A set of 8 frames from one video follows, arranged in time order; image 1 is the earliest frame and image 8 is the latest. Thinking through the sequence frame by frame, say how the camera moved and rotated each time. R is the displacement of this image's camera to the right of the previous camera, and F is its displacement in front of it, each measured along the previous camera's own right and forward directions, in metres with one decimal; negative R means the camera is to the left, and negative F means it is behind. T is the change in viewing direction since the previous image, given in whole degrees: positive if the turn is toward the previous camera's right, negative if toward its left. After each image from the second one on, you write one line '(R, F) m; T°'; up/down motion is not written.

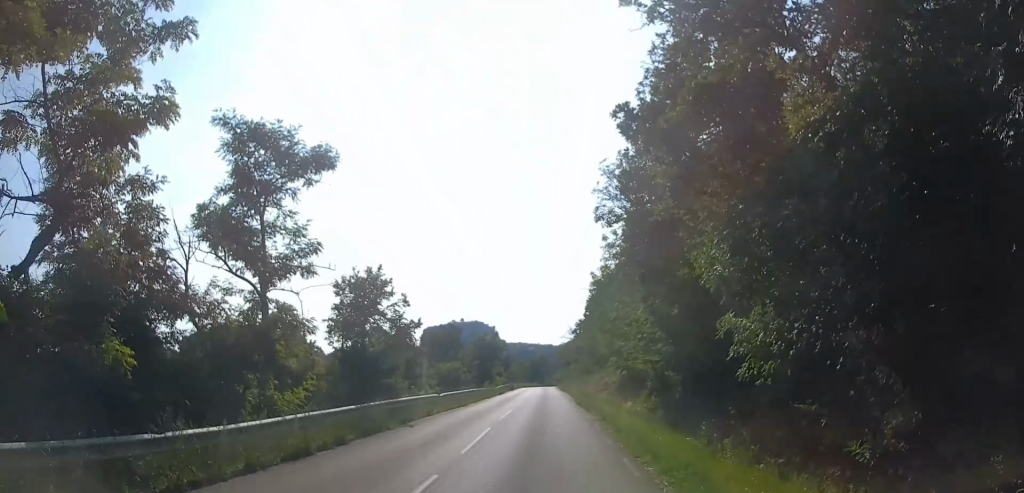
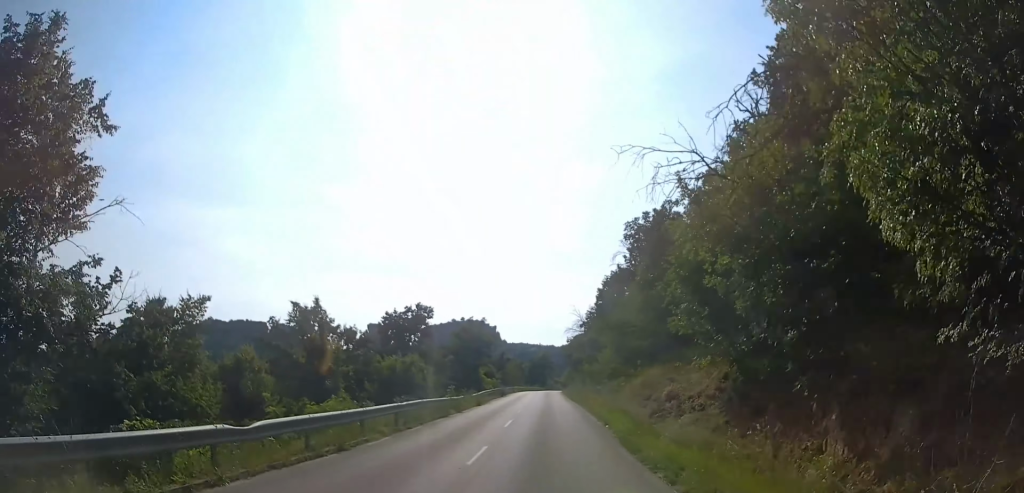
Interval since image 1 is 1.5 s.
(0.0, +19.3) m; 0°
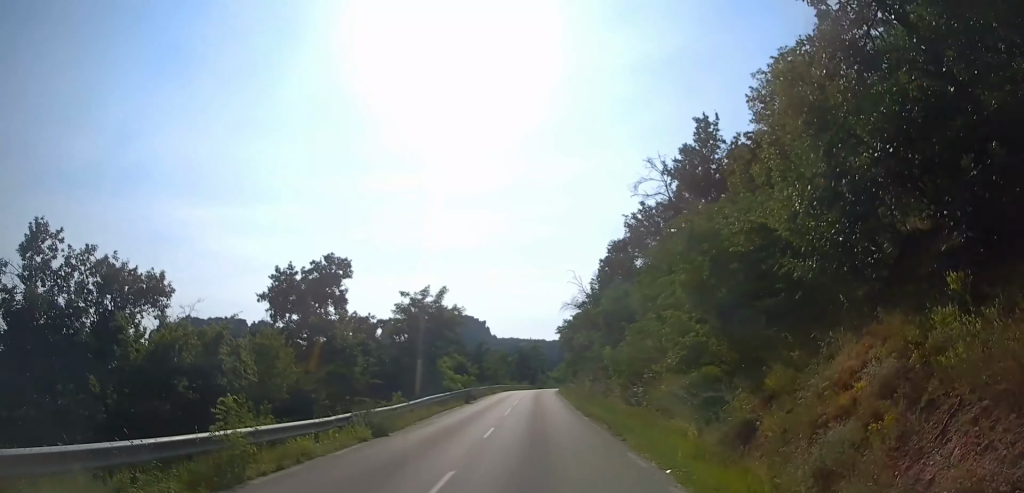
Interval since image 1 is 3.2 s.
(0.0, +21.4) m; 0°
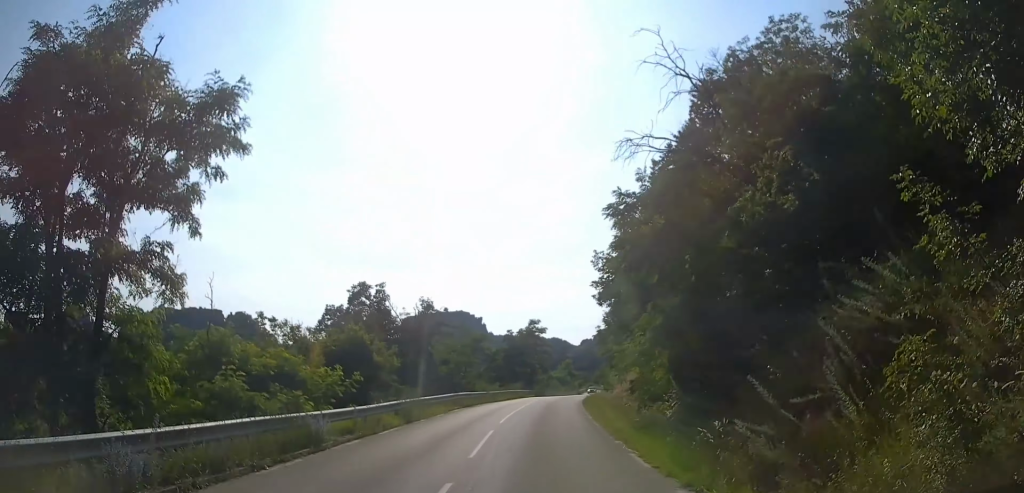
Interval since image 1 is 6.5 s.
(+0.1, +41.7) m; +1°
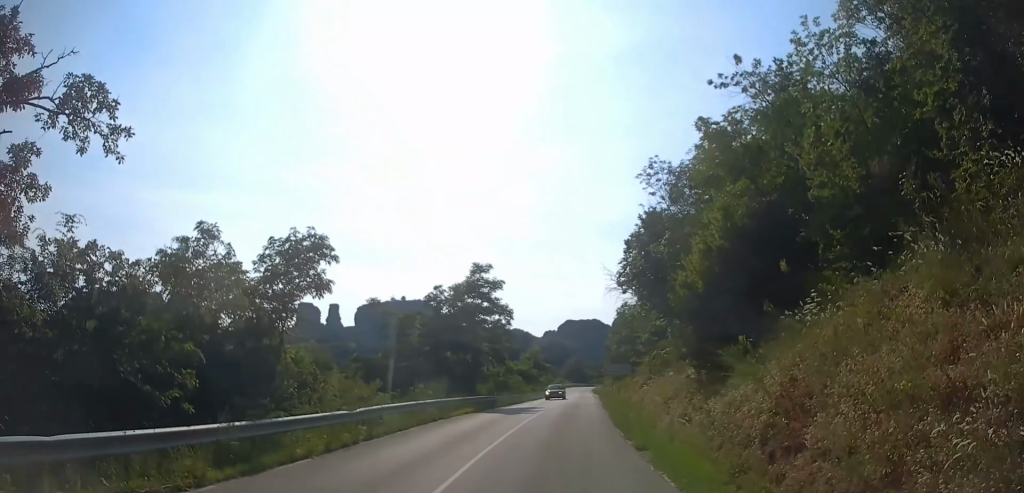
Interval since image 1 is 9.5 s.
(+0.5, +36.5) m; +3°
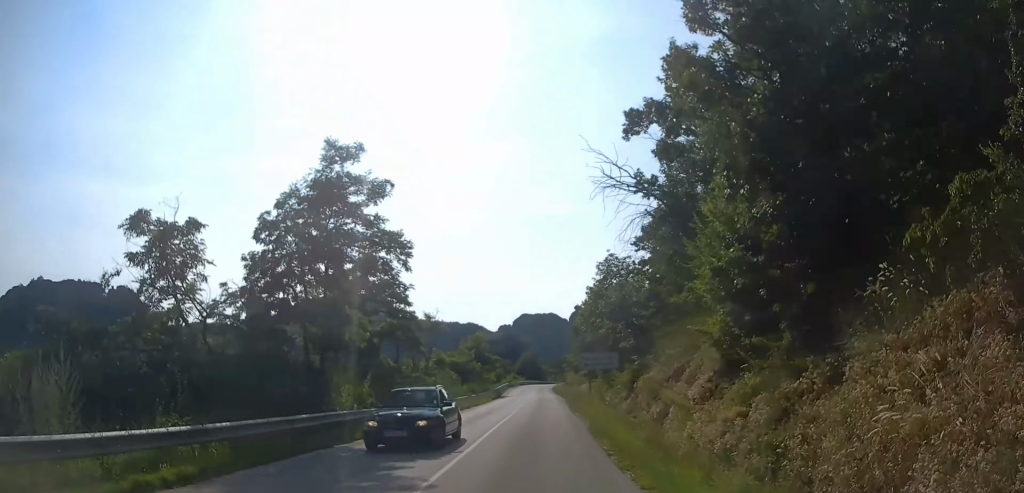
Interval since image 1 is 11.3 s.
(+0.7, +22.7) m; +2°
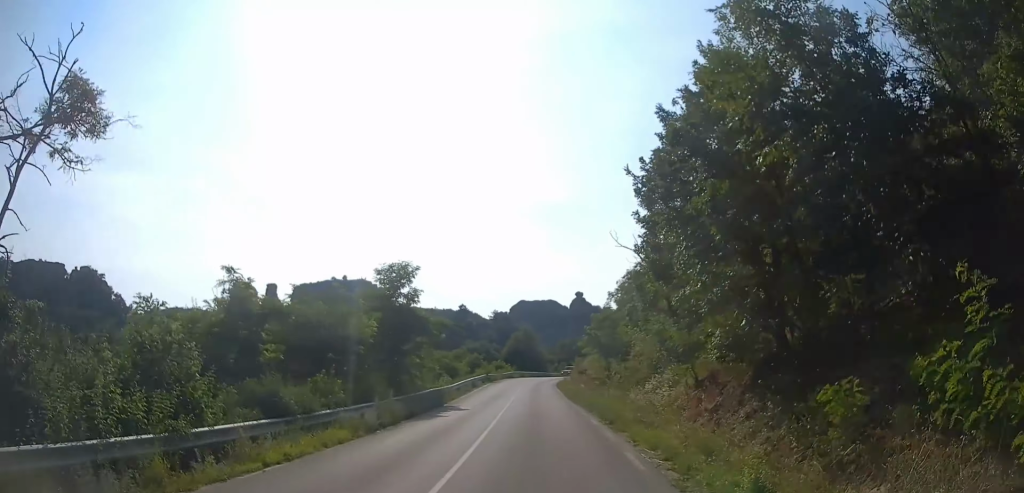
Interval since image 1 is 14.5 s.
(+0.8, +40.3) m; +2°
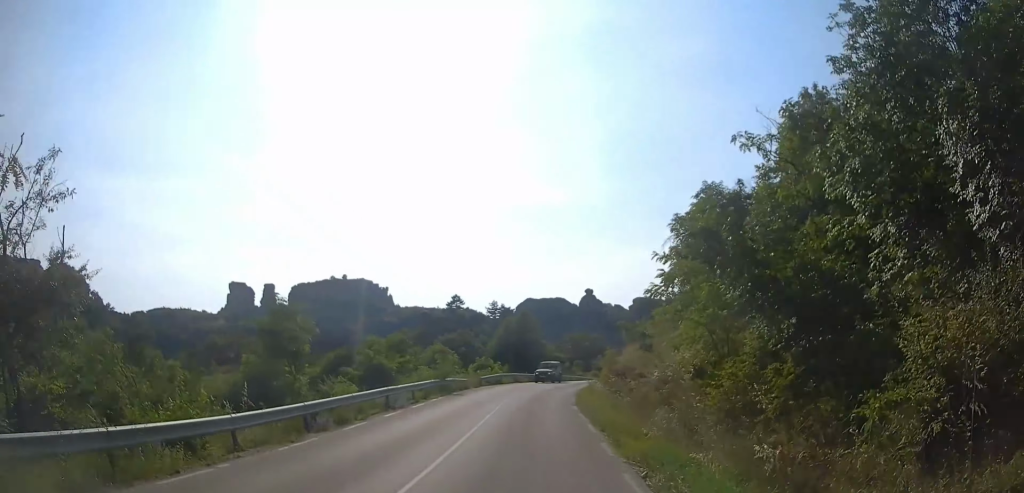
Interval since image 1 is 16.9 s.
(+0.4, +30.4) m; 0°
